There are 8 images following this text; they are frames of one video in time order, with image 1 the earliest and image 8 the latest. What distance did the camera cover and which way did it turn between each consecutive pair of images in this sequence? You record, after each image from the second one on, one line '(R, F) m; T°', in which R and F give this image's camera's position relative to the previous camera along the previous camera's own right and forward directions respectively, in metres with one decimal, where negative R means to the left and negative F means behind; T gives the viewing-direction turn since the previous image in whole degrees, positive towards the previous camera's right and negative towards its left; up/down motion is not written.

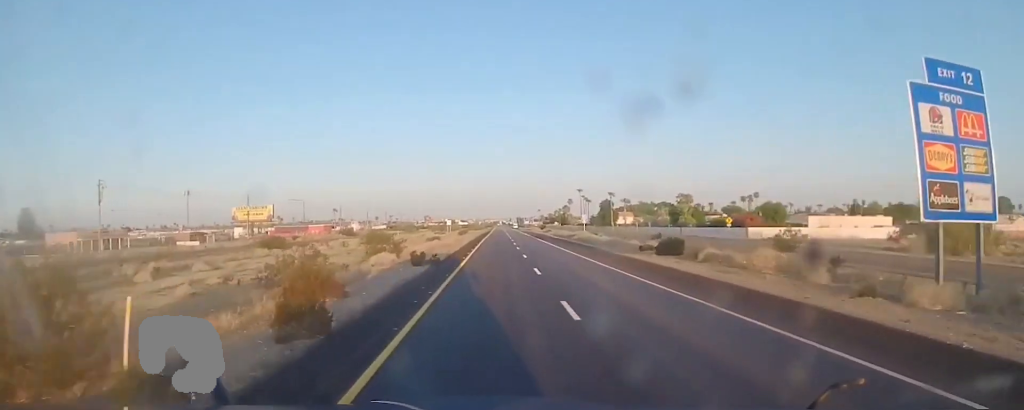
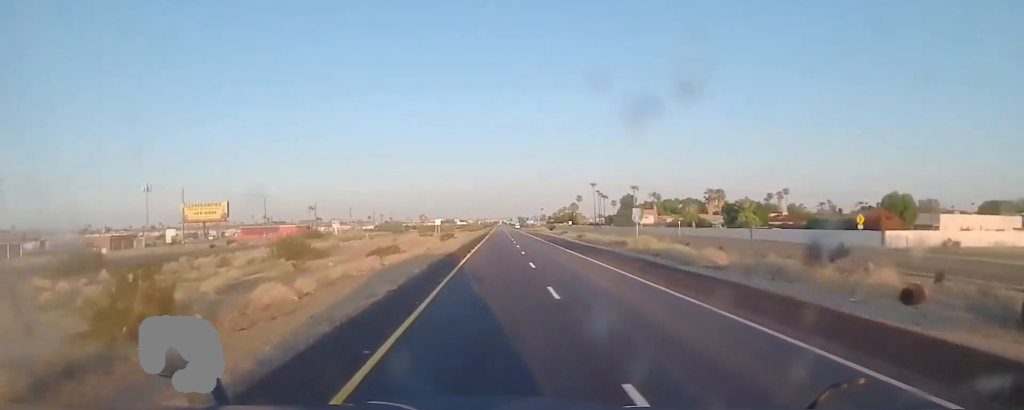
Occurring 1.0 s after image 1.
(0.0, +33.4) m; 0°
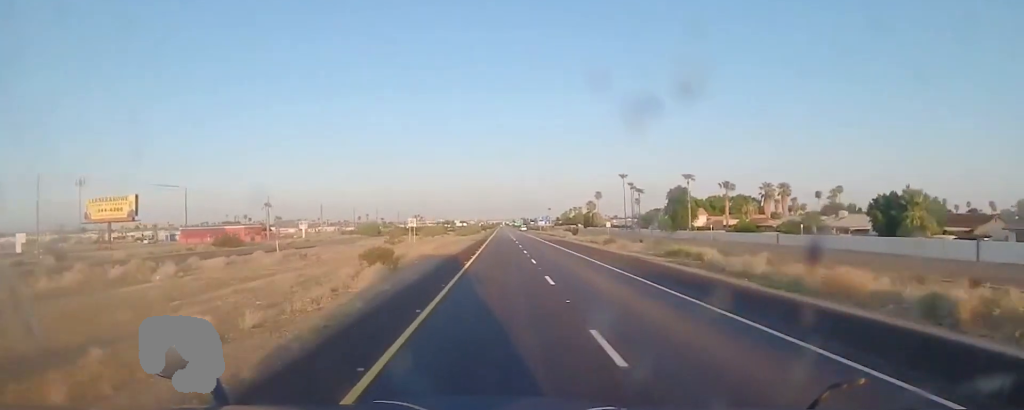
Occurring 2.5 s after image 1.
(+0.3, +45.2) m; +1°
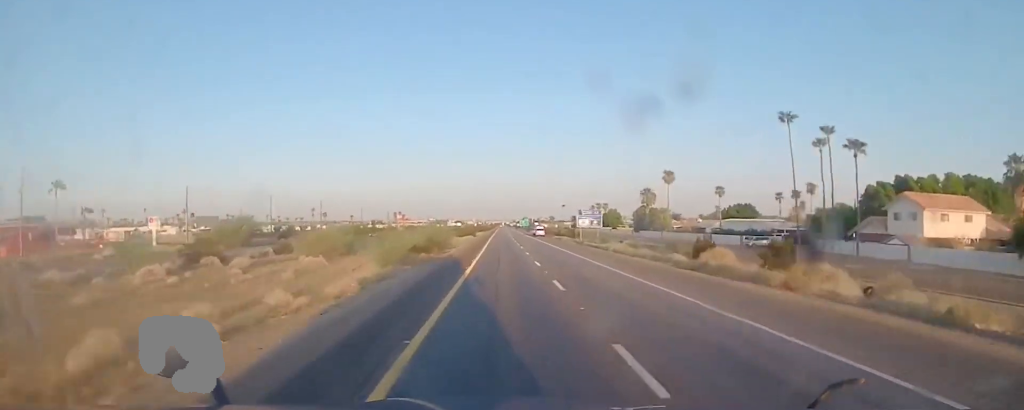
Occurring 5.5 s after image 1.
(+0.6, +91.7) m; 0°
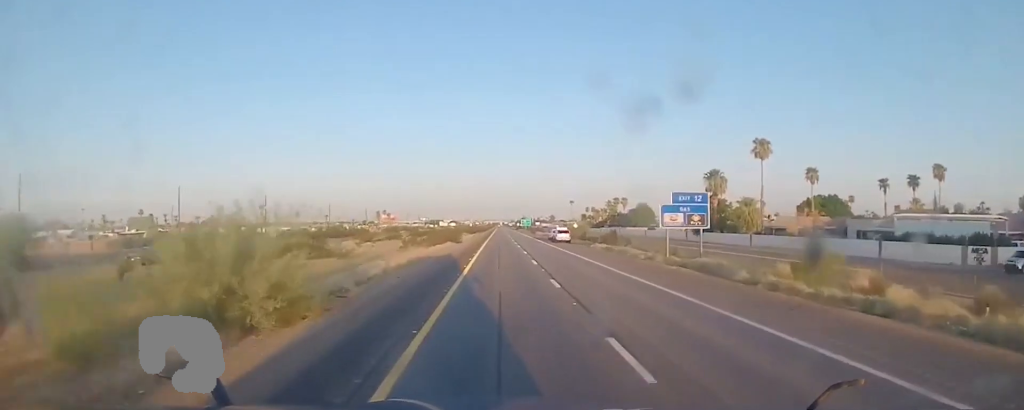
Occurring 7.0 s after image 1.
(0.0, +47.1) m; 0°
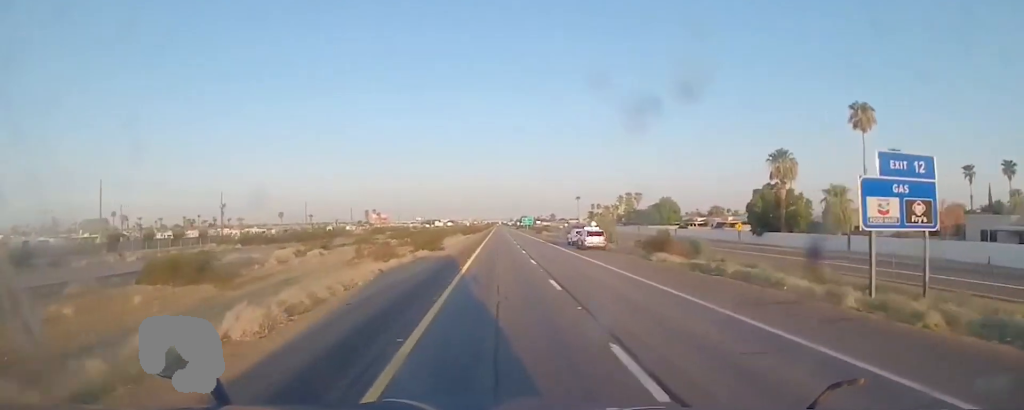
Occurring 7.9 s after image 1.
(0.0, +26.2) m; 0°
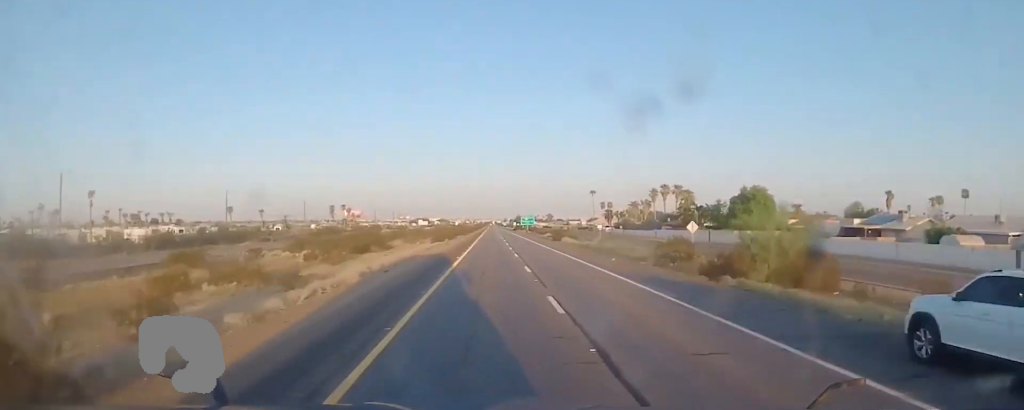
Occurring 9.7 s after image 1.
(+0.2, +53.4) m; +1°
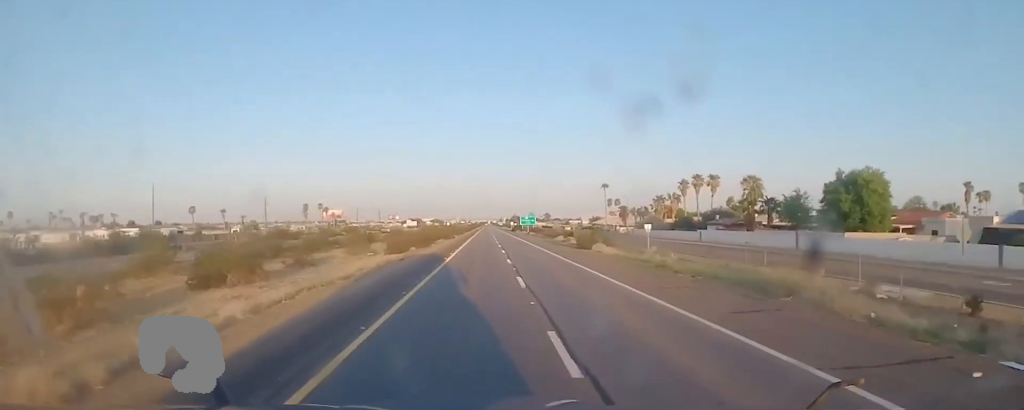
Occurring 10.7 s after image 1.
(+0.2, +29.8) m; +1°
